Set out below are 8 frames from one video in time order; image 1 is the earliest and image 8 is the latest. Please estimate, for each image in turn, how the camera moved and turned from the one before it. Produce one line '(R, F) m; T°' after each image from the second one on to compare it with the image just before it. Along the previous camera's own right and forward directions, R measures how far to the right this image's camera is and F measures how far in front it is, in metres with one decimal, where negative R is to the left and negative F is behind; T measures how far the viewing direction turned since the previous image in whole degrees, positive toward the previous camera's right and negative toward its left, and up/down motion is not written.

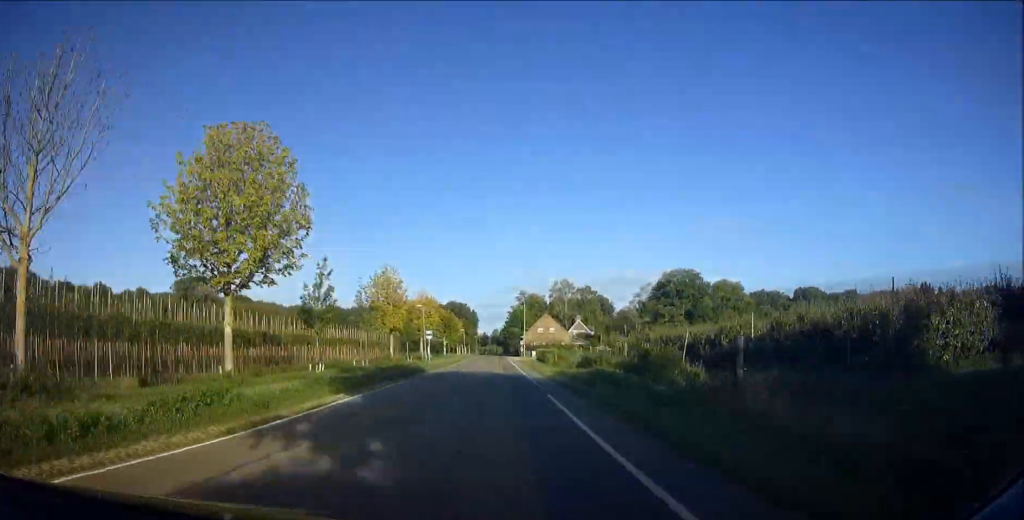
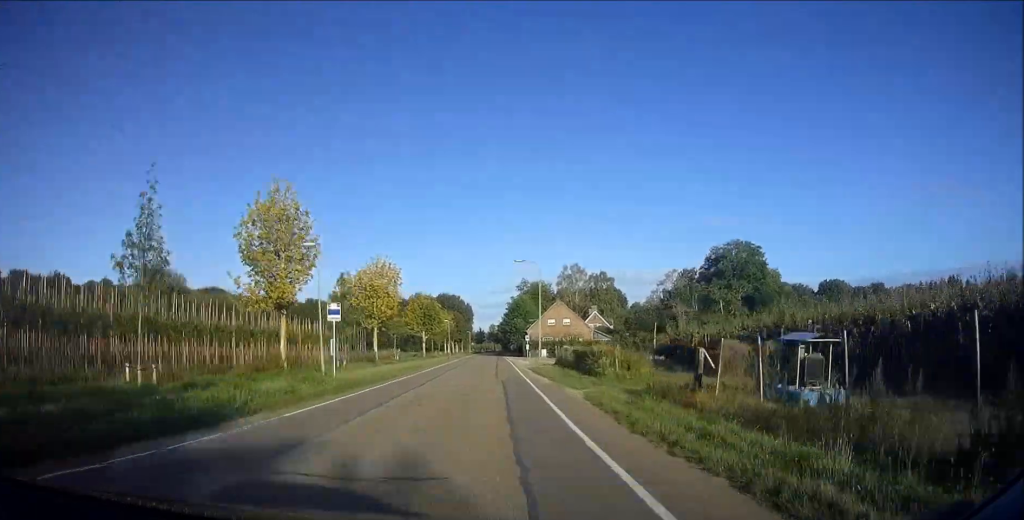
(+0.1, +29.2) m; 0°
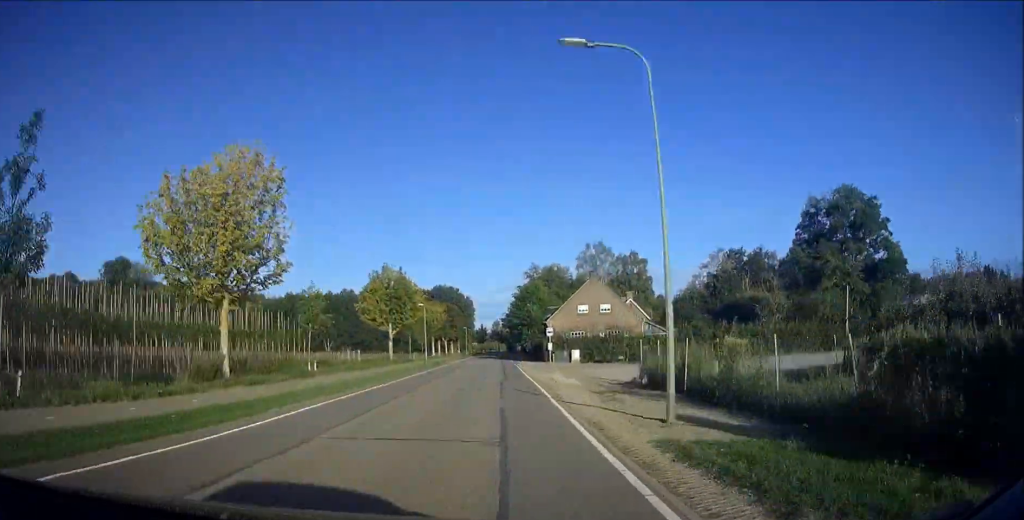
(-0.1, +29.5) m; 0°
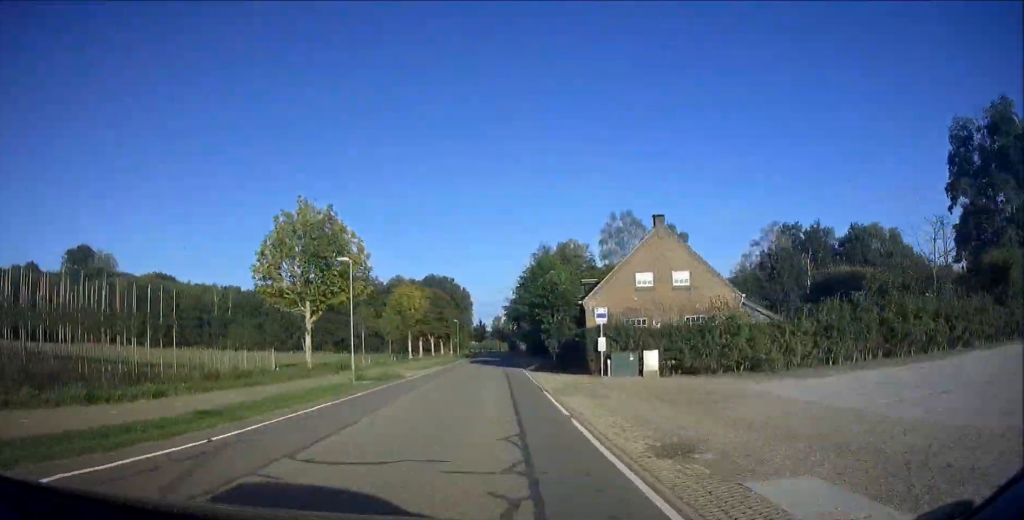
(0.0, +24.8) m; 0°
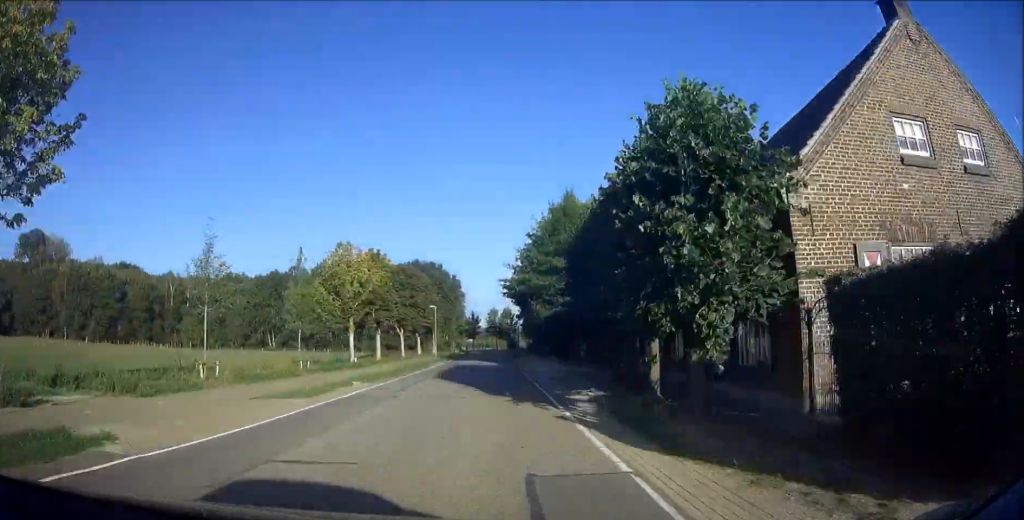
(-0.1, +24.6) m; 0°
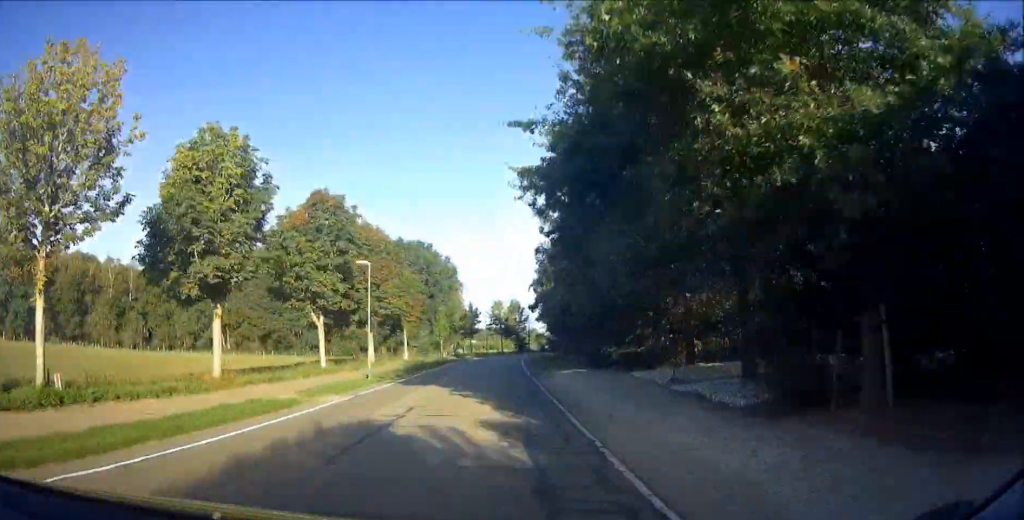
(+0.1, +30.4) m; +1°
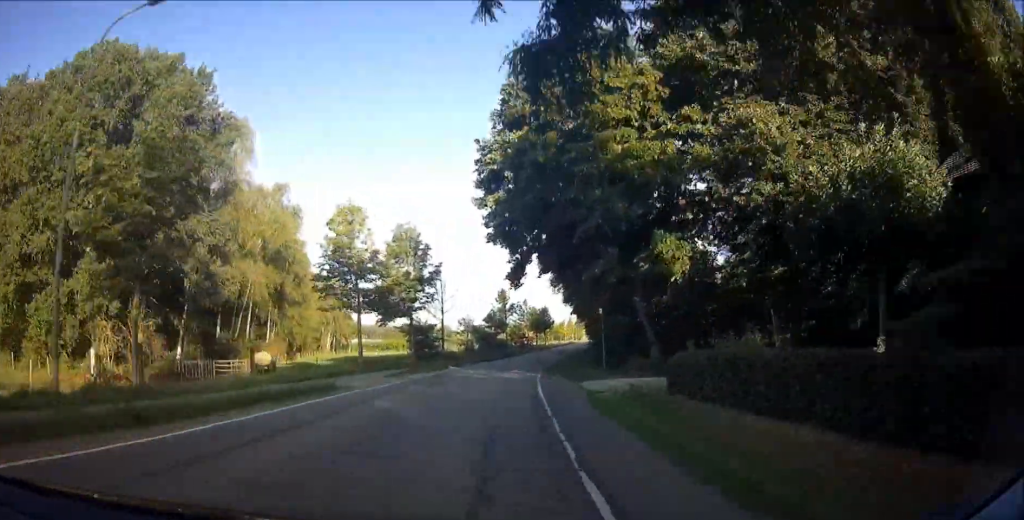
(+3.6, +77.0) m; +7°
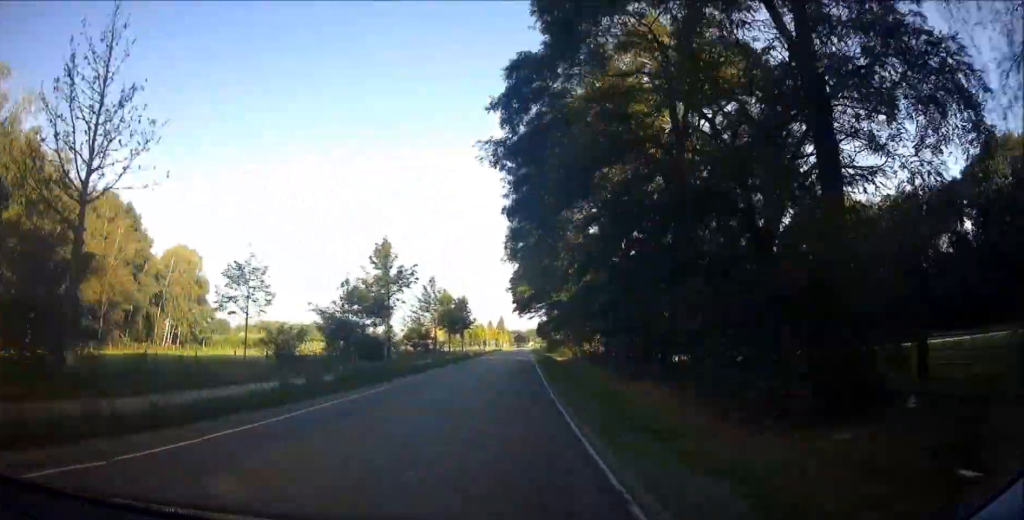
(+1.8, +44.6) m; +7°
